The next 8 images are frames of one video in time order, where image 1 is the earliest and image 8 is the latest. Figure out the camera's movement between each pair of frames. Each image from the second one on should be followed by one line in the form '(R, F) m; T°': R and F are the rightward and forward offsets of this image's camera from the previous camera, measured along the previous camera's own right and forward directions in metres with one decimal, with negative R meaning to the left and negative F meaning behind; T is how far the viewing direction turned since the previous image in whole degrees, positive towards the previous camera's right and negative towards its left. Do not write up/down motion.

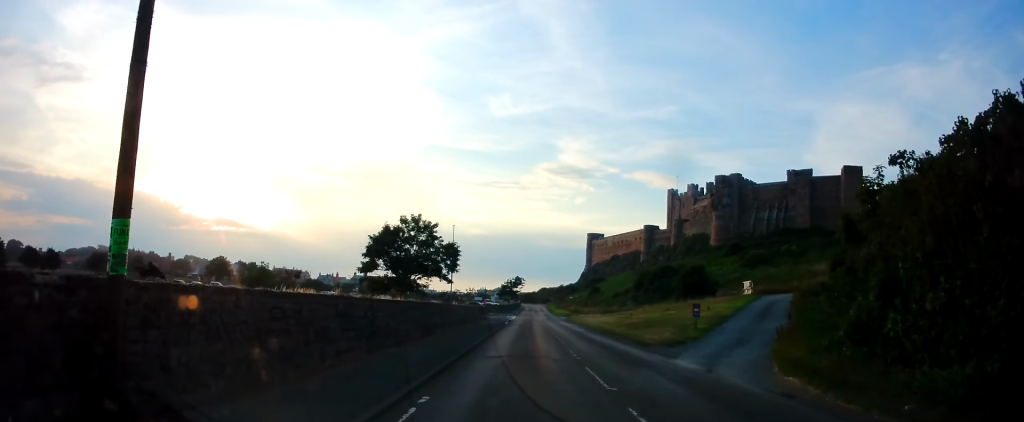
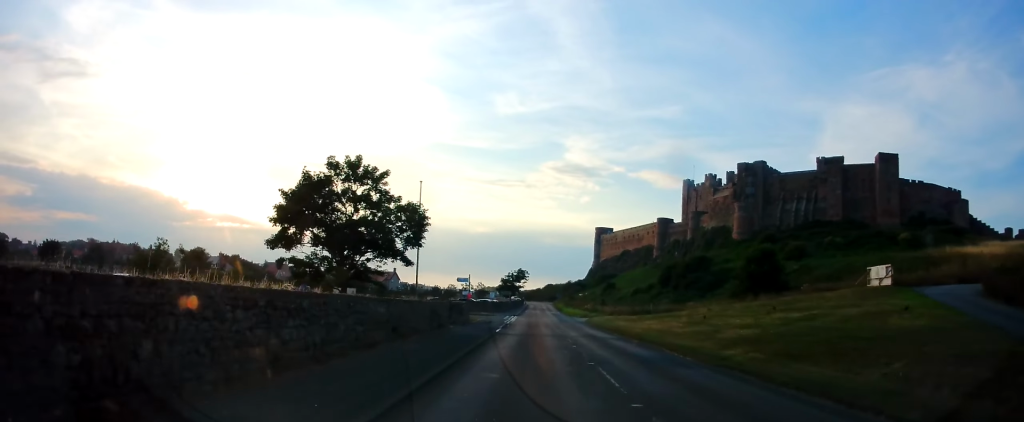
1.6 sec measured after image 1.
(-0.4, +19.0) m; -2°
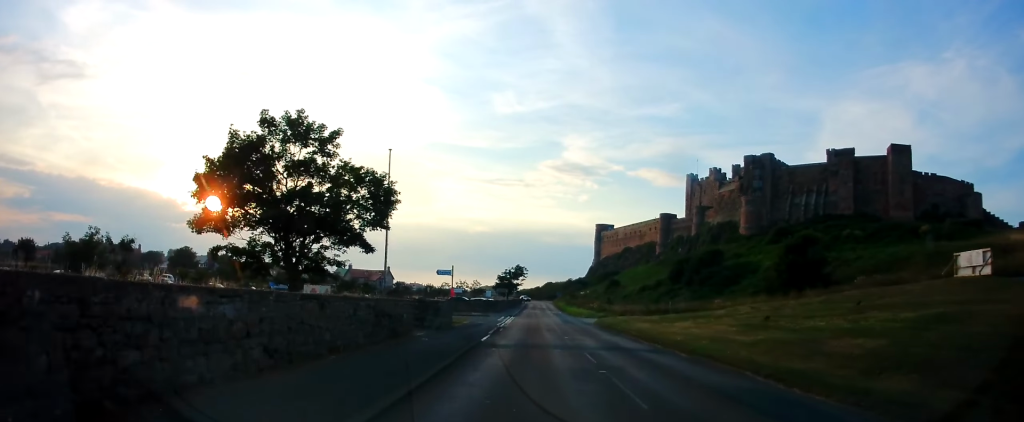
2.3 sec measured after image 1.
(+0.1, +7.9) m; +1°
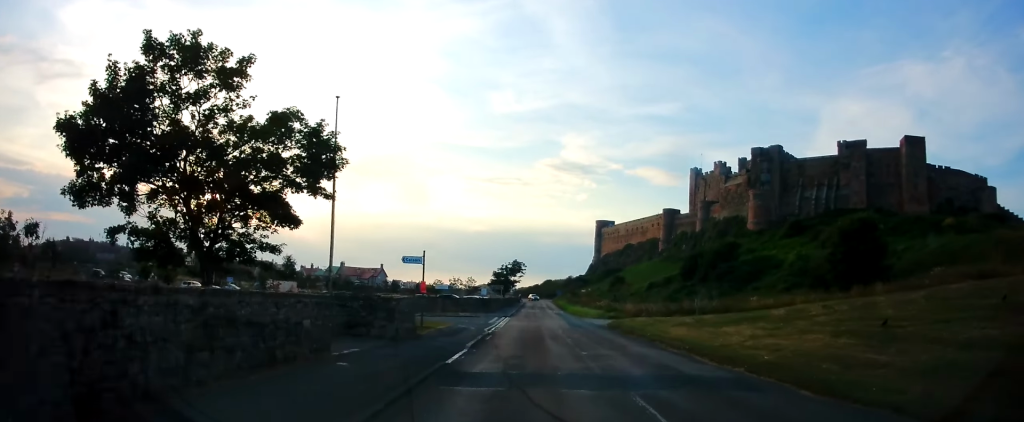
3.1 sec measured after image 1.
(+0.3, +8.1) m; +1°
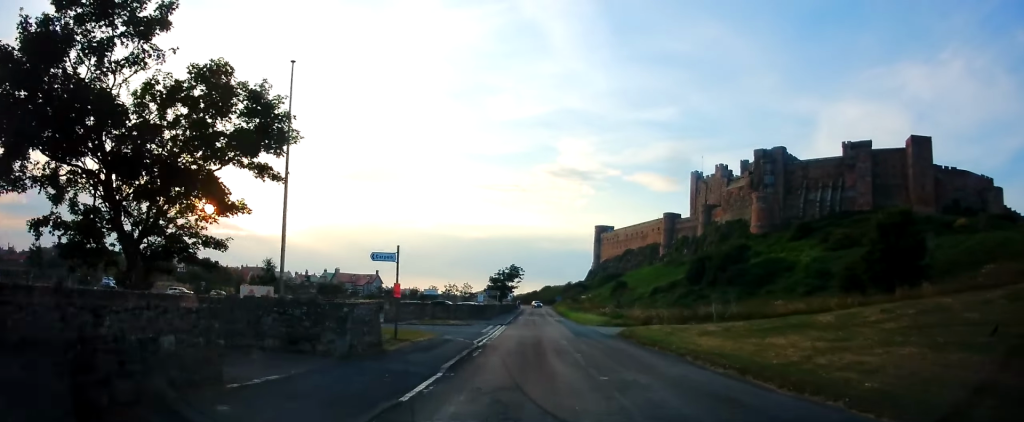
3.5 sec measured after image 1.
(-0.1, +4.2) m; 0°
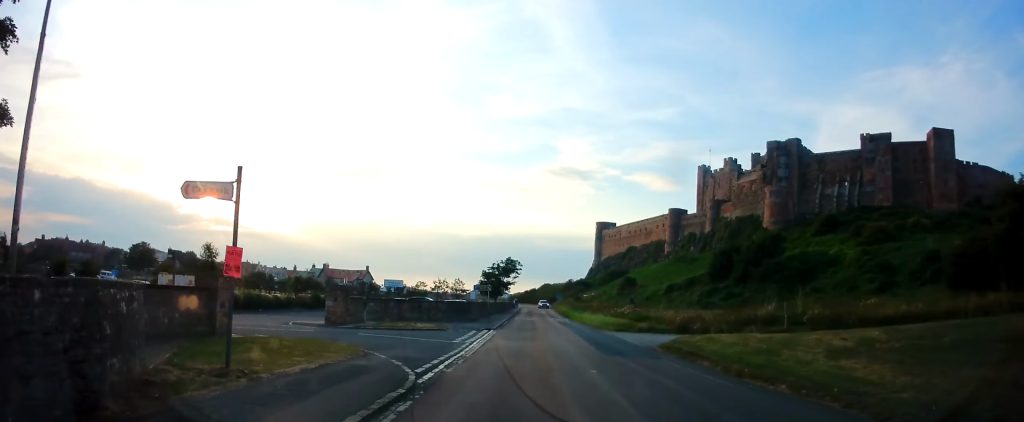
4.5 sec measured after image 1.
(-0.1, +10.6) m; 0°
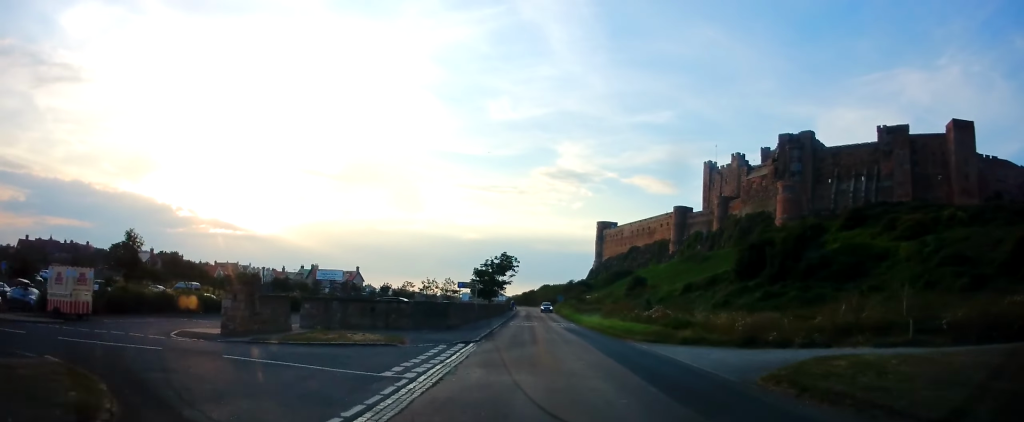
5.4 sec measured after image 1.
(+0.1, +9.5) m; 0°
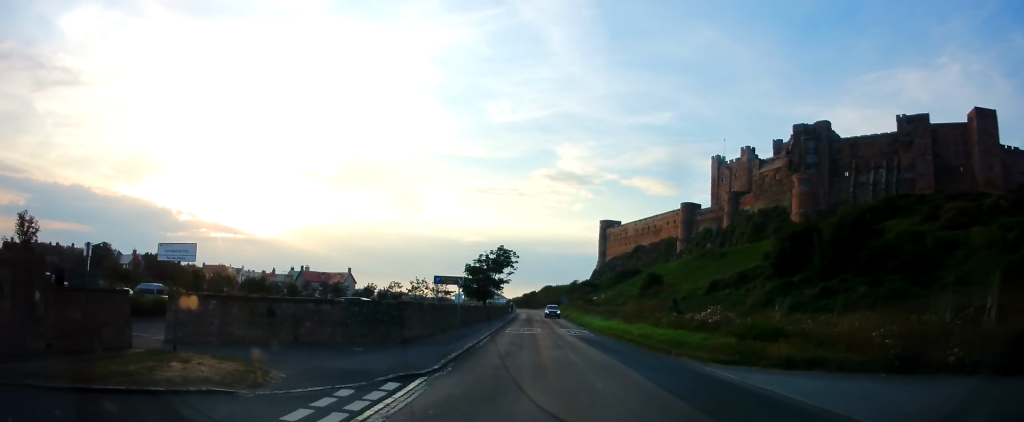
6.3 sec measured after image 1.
(0.0, +9.4) m; 0°
